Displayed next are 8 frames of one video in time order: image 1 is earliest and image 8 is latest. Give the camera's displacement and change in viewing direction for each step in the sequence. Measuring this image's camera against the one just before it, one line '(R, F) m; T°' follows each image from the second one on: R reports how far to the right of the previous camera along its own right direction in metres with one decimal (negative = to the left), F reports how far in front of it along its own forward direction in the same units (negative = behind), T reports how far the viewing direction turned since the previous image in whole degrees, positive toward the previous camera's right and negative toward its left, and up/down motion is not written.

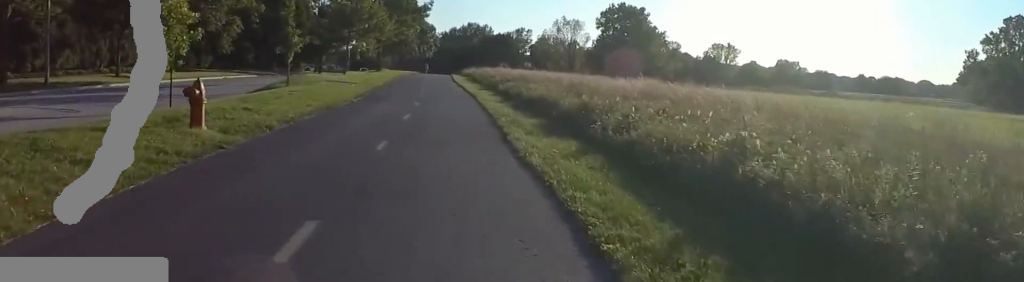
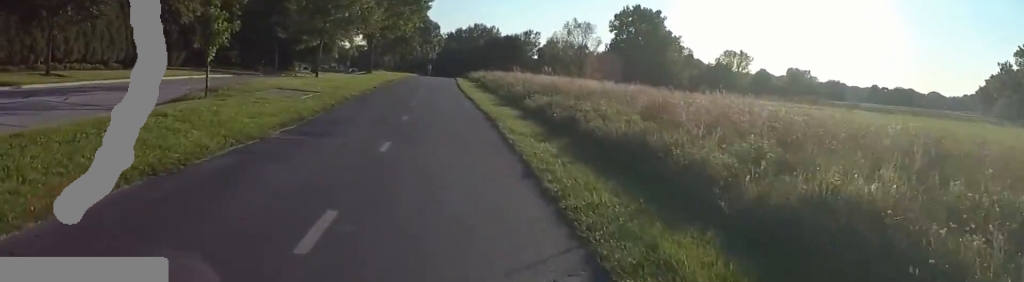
(-1.3, +8.6) m; -6°
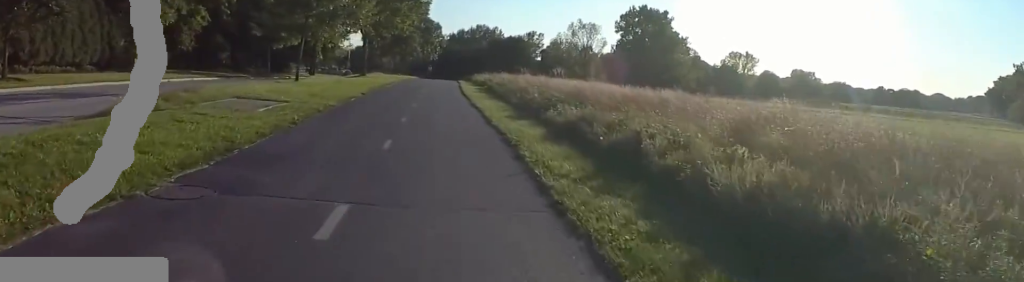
(-0.3, +3.9) m; +5°
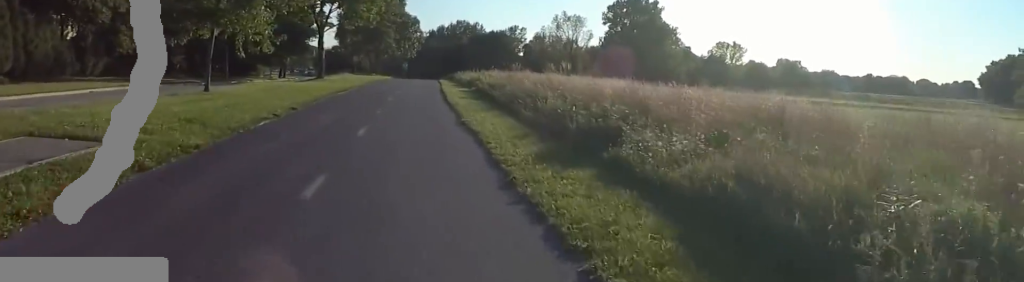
(+1.2, +7.5) m; +2°
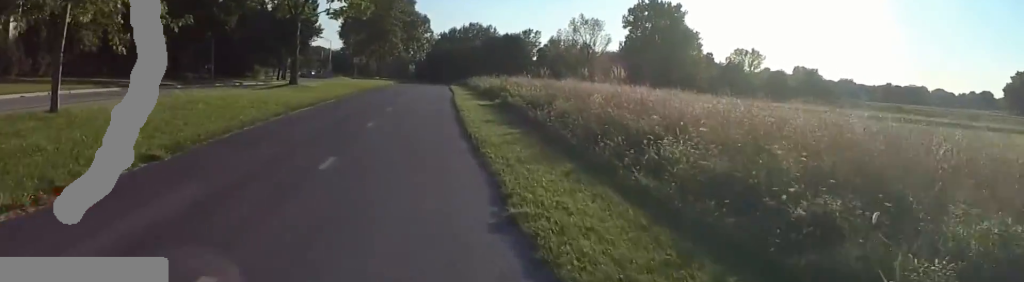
(-1.0, +7.7) m; -5°
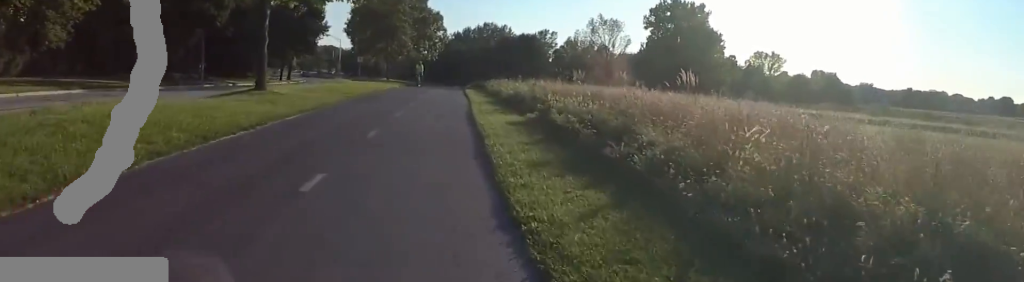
(+0.3, +5.6) m; +3°
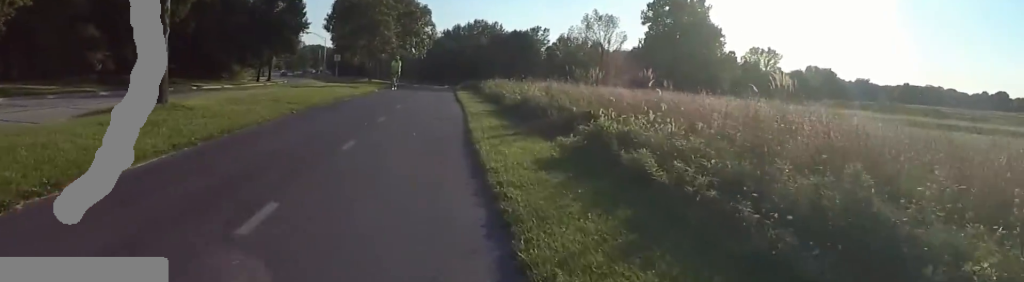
(0.0, +5.7) m; -2°
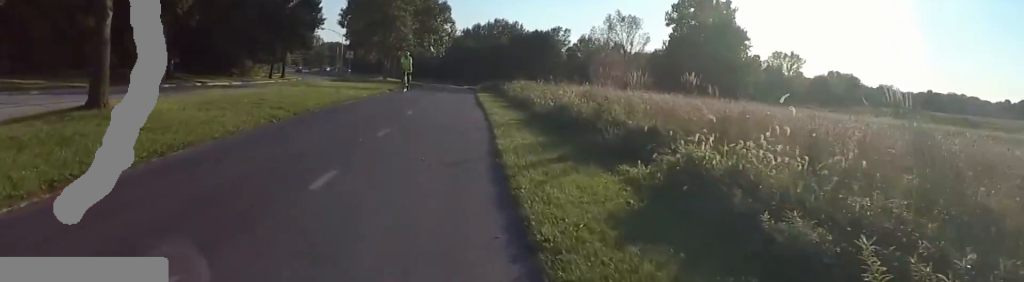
(0.0, +2.9) m; -1°
